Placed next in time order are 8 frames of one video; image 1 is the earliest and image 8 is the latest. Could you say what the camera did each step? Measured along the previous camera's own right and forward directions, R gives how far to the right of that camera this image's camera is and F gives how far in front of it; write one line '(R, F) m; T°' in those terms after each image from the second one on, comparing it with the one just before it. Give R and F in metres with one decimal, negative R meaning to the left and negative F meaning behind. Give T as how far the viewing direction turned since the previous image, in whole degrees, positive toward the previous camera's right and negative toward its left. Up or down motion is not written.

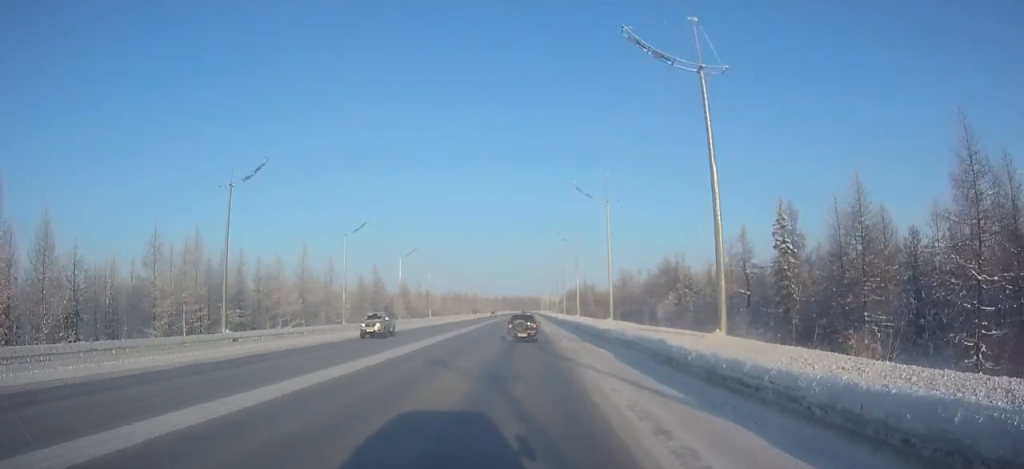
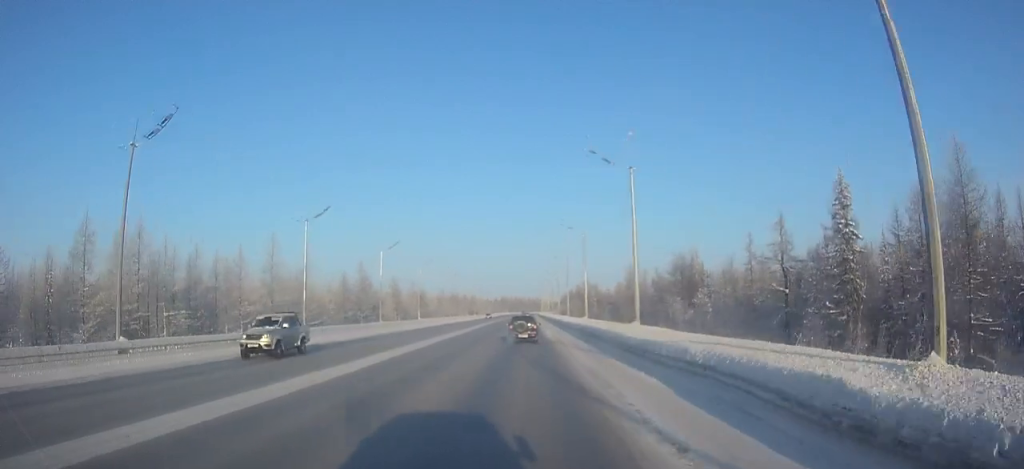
(0.0, +10.2) m; 0°
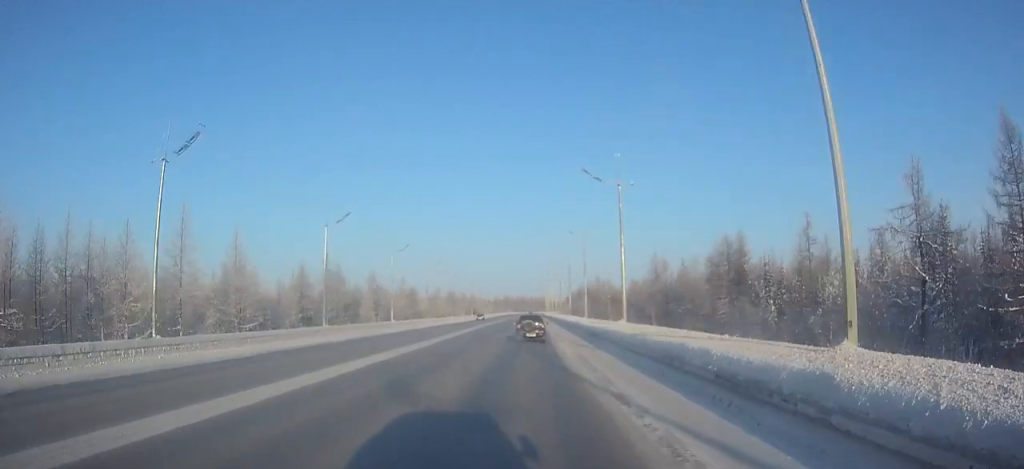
(0.0, +20.8) m; 0°
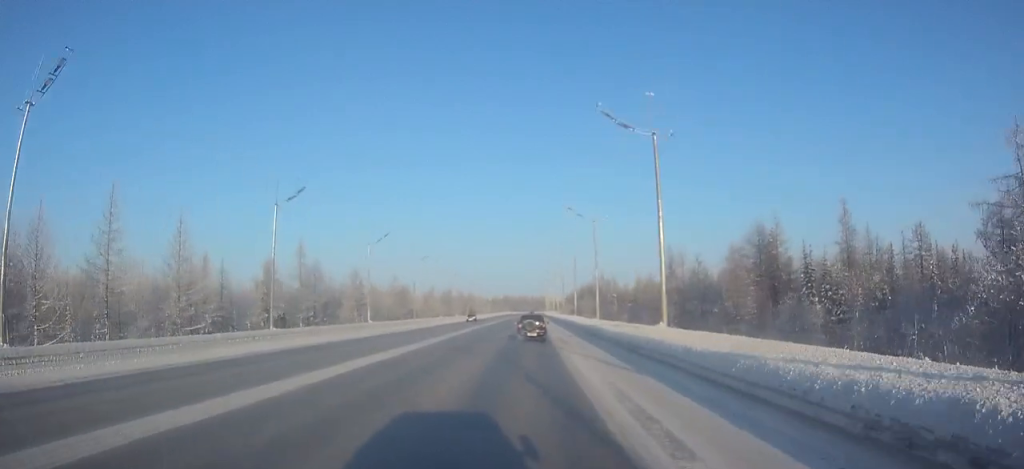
(0.0, +10.6) m; 0°
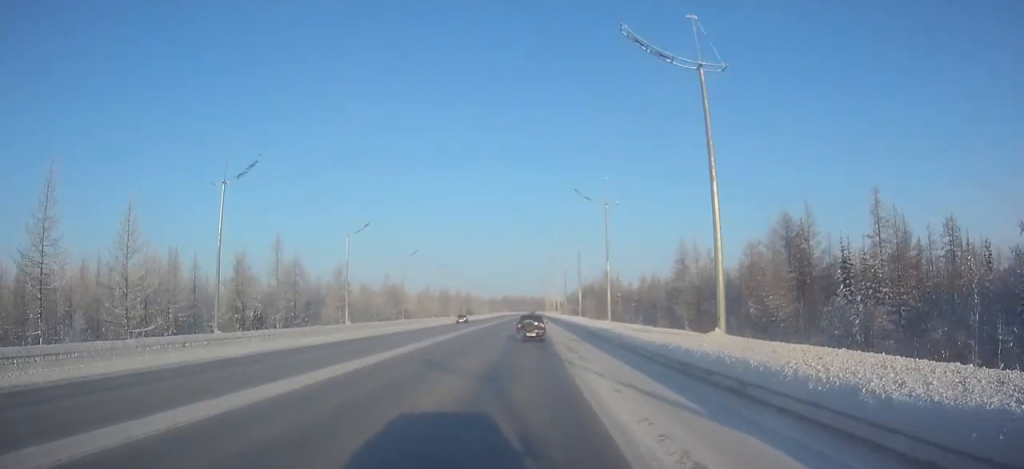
(0.0, +7.6) m; 0°
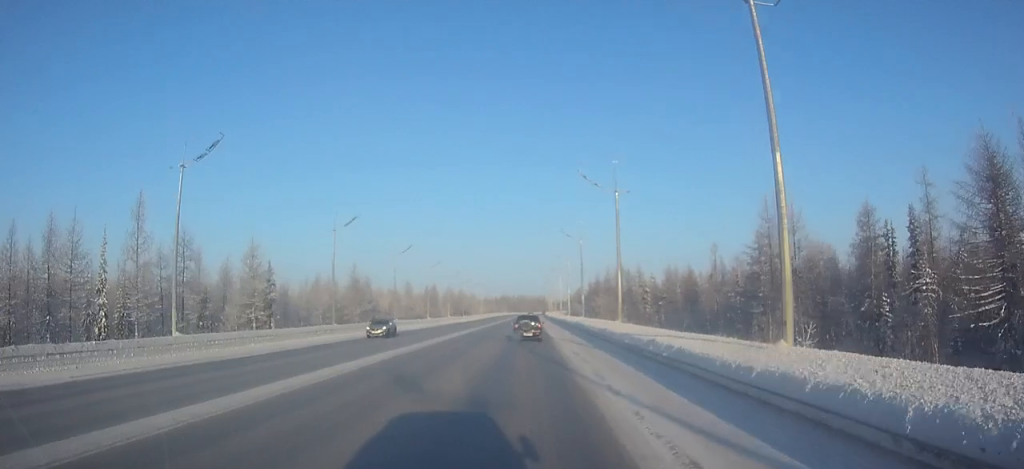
(0.0, +29.3) m; 0°
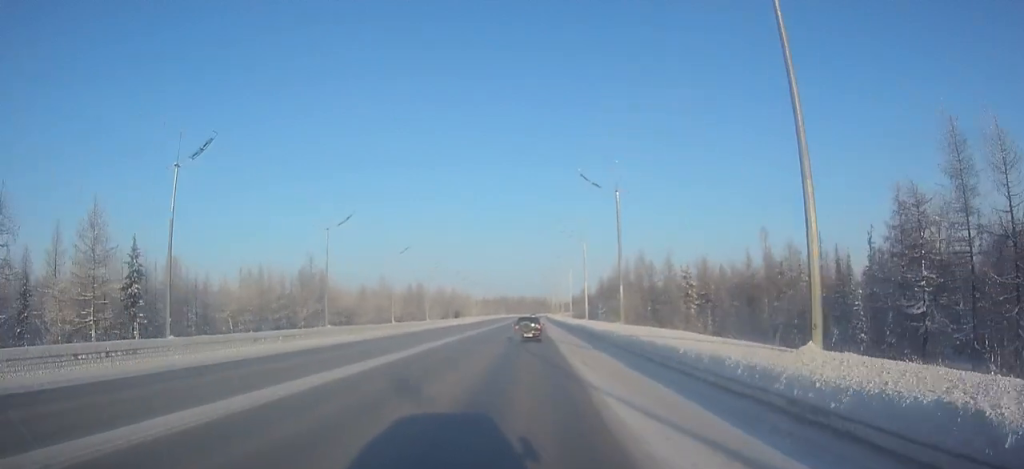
(0.0, +26.1) m; 0°
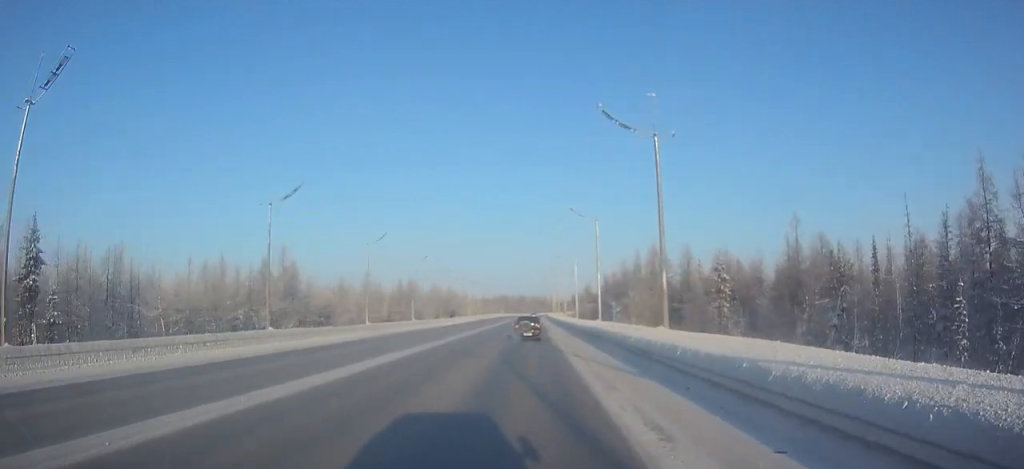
(0.0, +11.9) m; 0°
